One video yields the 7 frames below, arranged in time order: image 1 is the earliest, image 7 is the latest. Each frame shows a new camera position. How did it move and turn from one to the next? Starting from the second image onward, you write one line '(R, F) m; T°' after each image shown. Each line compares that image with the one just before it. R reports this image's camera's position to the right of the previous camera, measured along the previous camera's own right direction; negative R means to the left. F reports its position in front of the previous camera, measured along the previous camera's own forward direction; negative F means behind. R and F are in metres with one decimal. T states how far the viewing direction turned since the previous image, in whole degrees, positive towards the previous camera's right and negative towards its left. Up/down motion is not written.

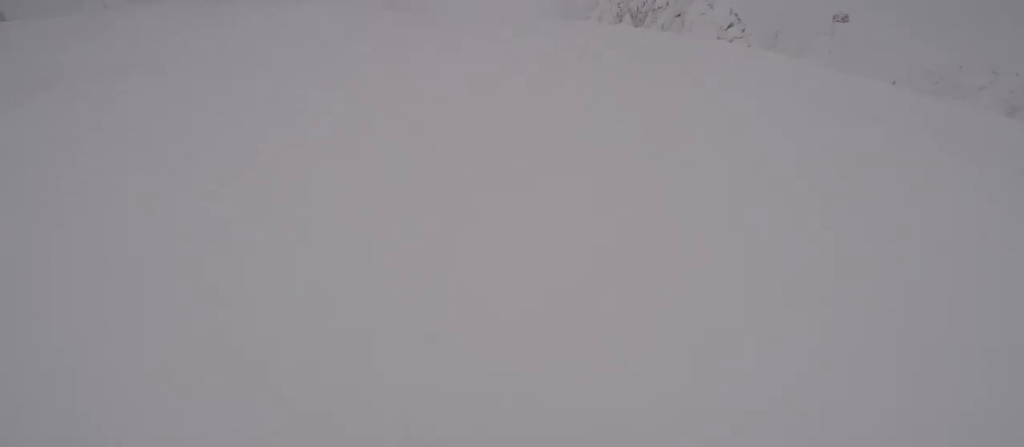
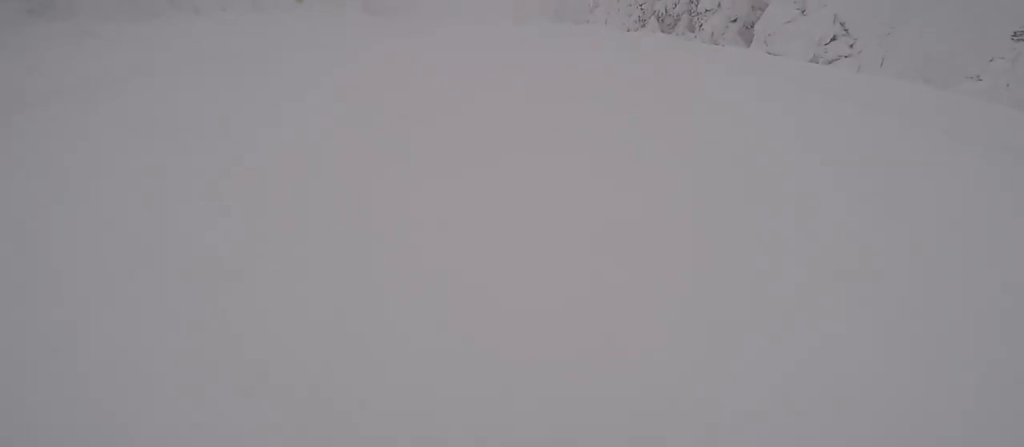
(+0.2, +6.0) m; 0°
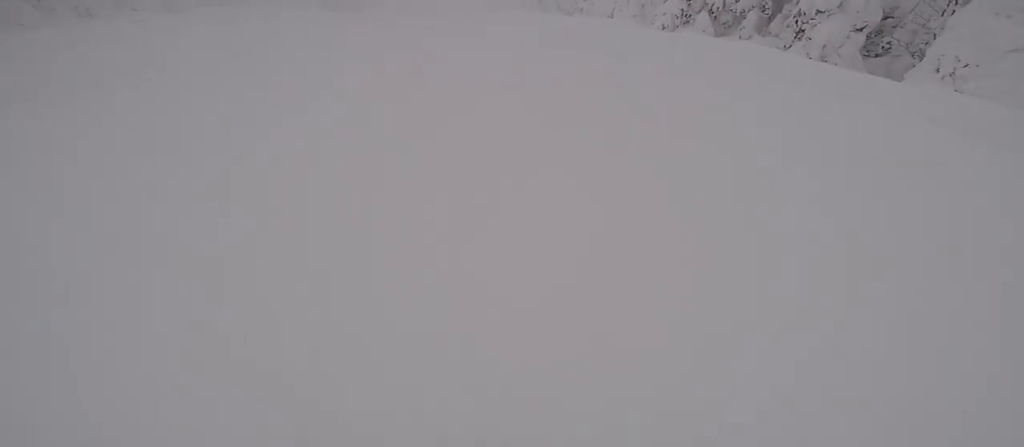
(0.0, +5.8) m; -1°
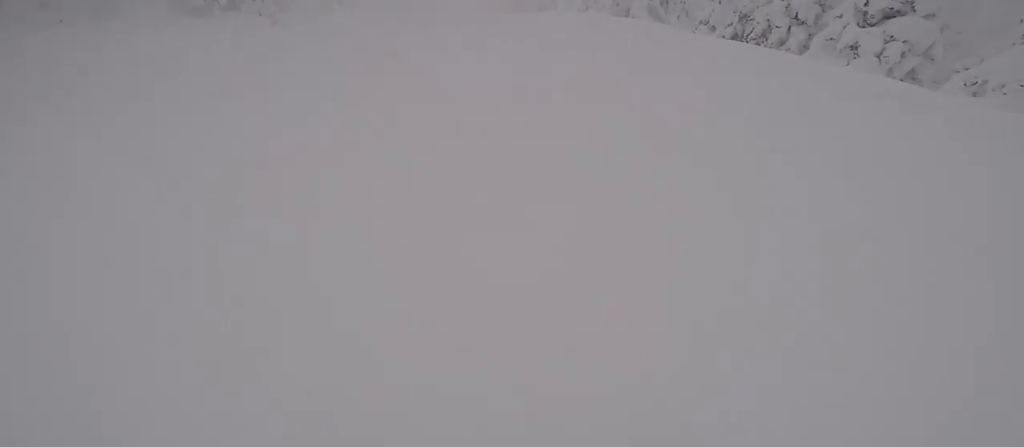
(-0.9, +27.3) m; -2°
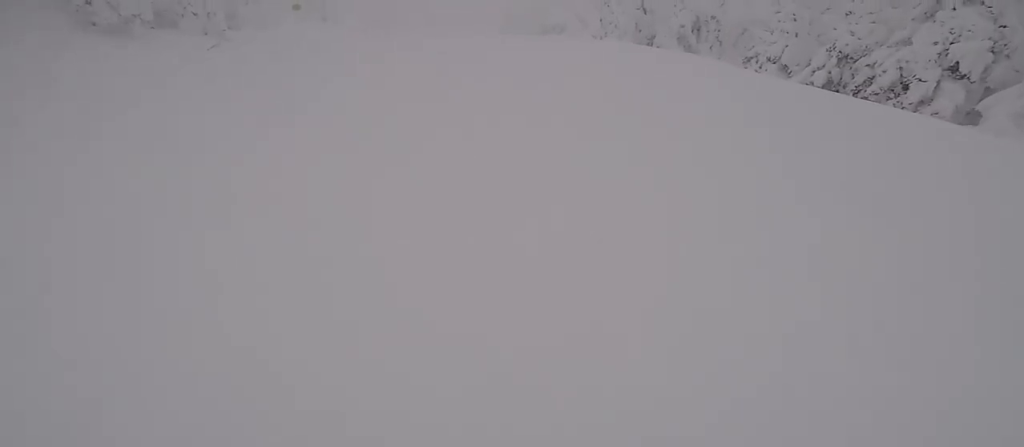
(0.0, +6.7) m; 0°
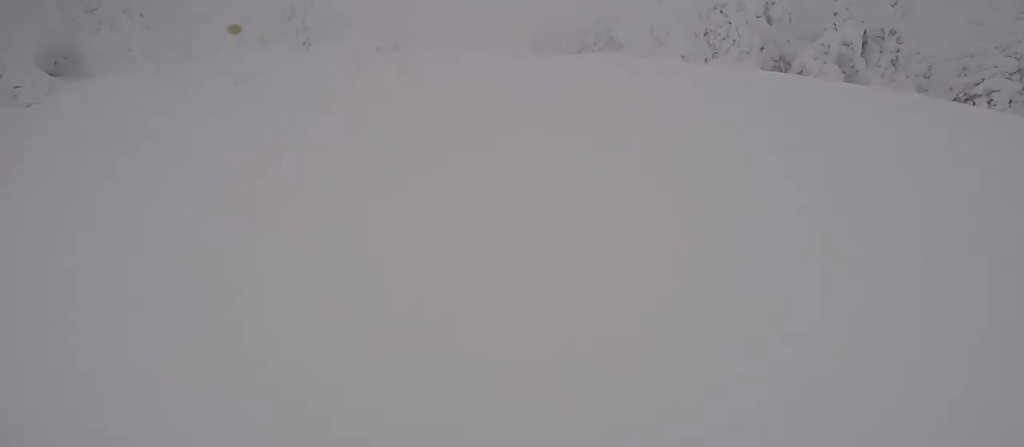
(0.0, +12.5) m; +1°
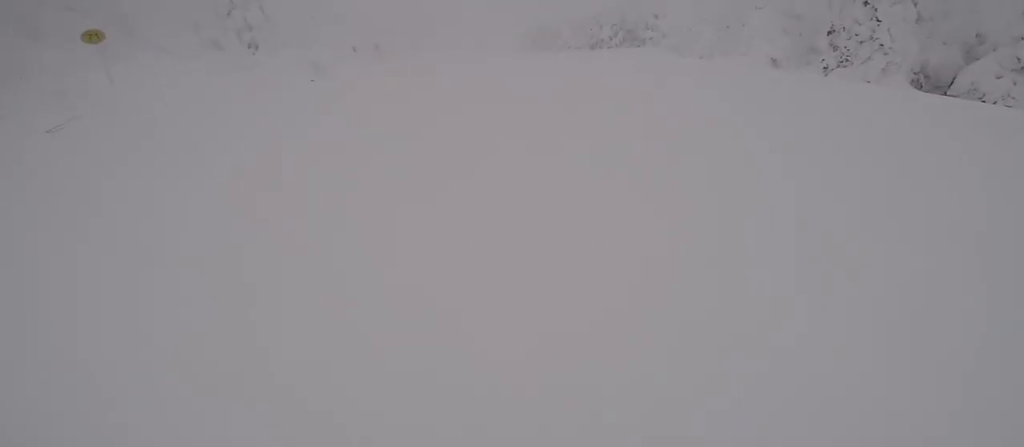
(-0.1, +7.7) m; +3°
